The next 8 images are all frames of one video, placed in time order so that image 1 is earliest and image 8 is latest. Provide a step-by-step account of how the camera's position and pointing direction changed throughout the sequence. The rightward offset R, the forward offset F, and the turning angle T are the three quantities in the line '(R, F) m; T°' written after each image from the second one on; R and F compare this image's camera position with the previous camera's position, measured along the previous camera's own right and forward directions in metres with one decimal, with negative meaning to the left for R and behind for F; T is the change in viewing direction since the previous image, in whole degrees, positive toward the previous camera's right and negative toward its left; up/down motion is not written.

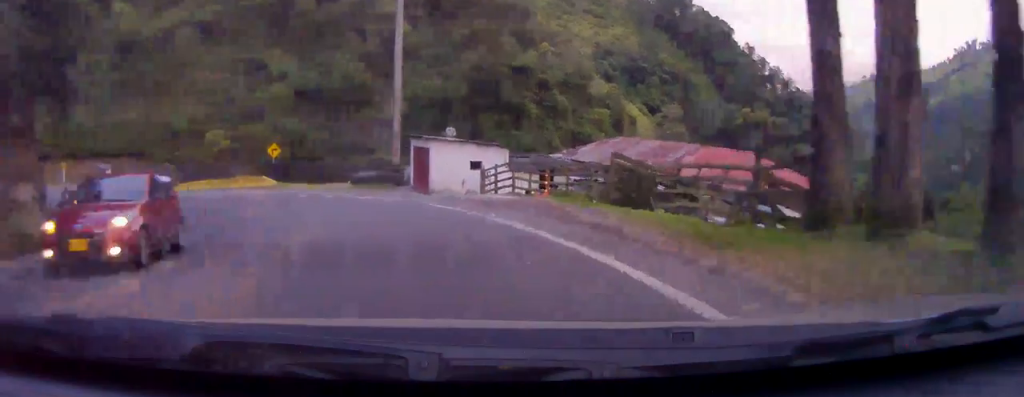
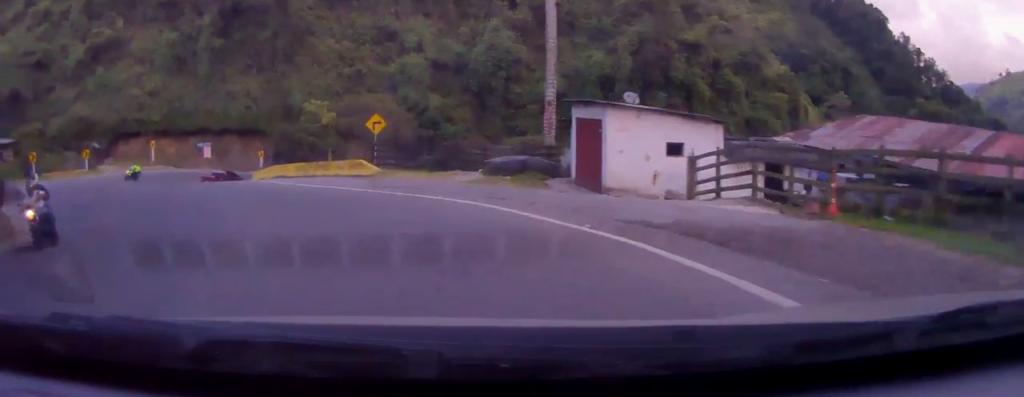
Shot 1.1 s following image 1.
(-1.5, +11.6) m; -16°
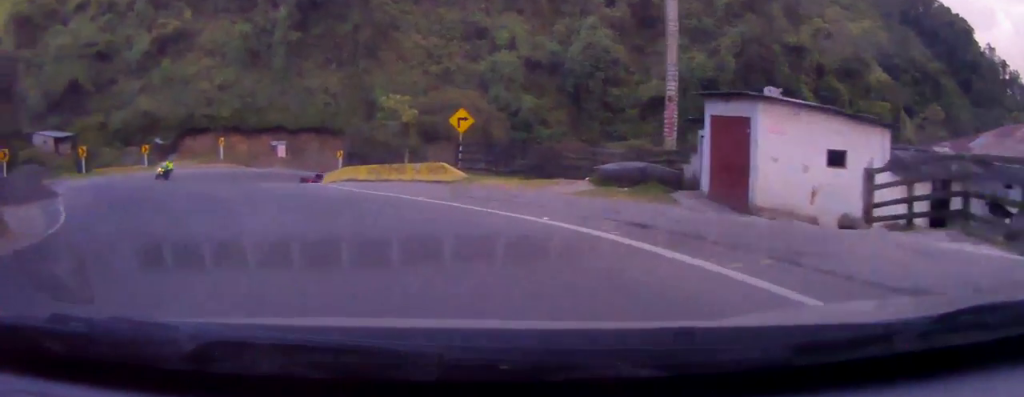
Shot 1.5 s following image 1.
(-0.5, +4.9) m; -6°
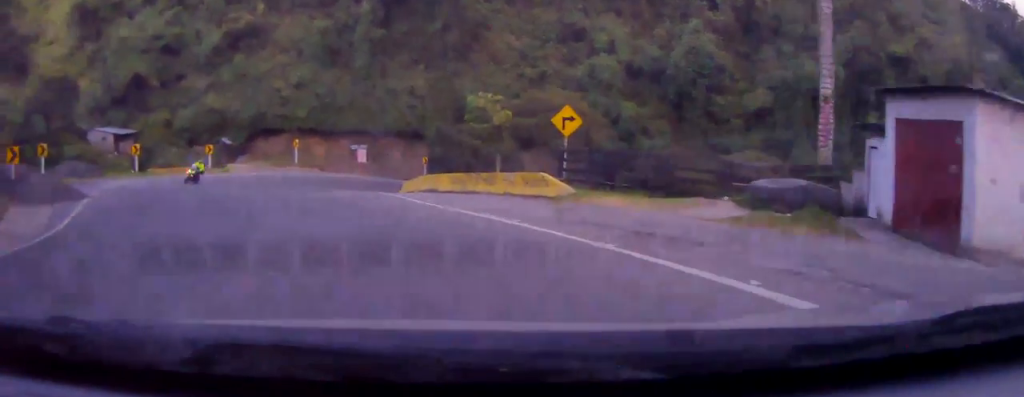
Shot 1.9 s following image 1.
(-0.1, +5.0) m; -6°
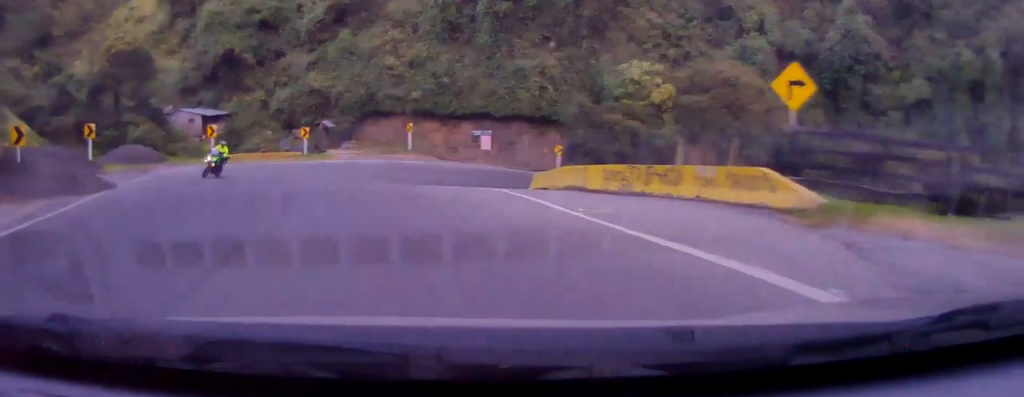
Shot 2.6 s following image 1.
(-0.8, +7.6) m; -9°
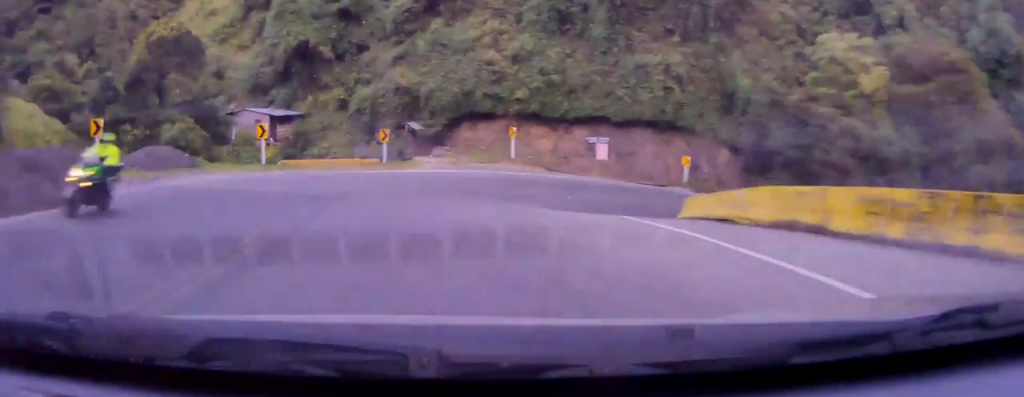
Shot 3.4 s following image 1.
(-0.7, +8.6) m; -8°
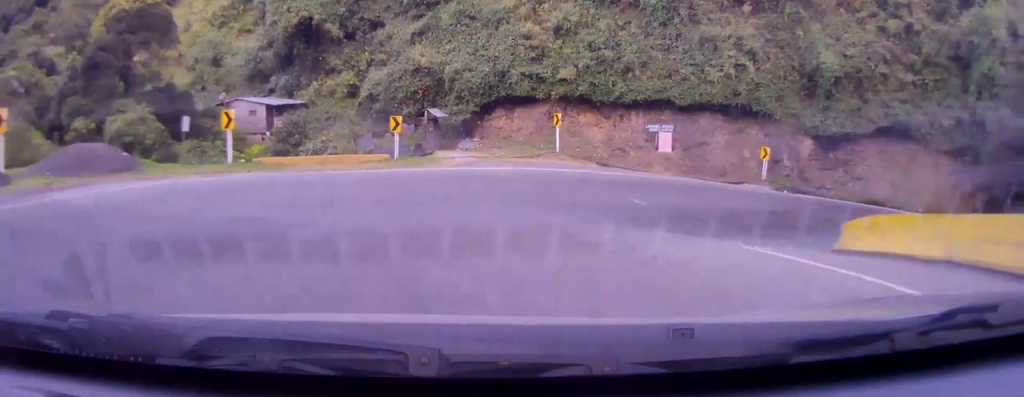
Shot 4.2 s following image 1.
(-0.7, +9.2) m; -4°
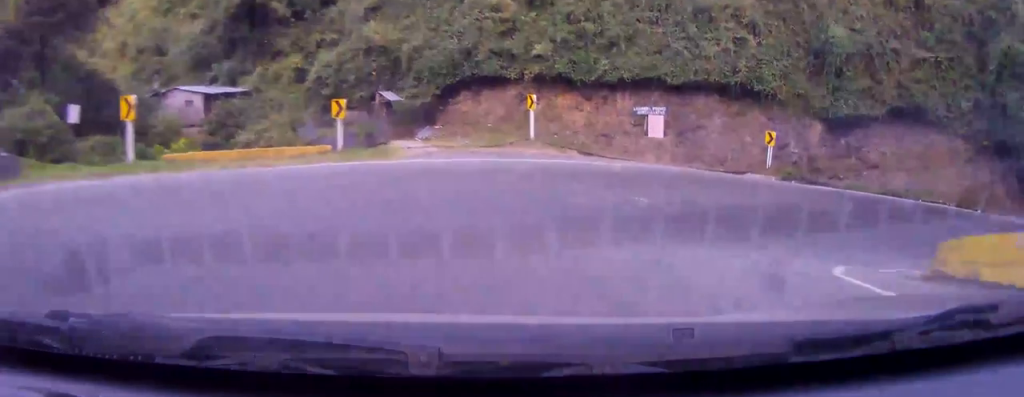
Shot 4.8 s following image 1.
(0.0, +5.1) m; +3°
